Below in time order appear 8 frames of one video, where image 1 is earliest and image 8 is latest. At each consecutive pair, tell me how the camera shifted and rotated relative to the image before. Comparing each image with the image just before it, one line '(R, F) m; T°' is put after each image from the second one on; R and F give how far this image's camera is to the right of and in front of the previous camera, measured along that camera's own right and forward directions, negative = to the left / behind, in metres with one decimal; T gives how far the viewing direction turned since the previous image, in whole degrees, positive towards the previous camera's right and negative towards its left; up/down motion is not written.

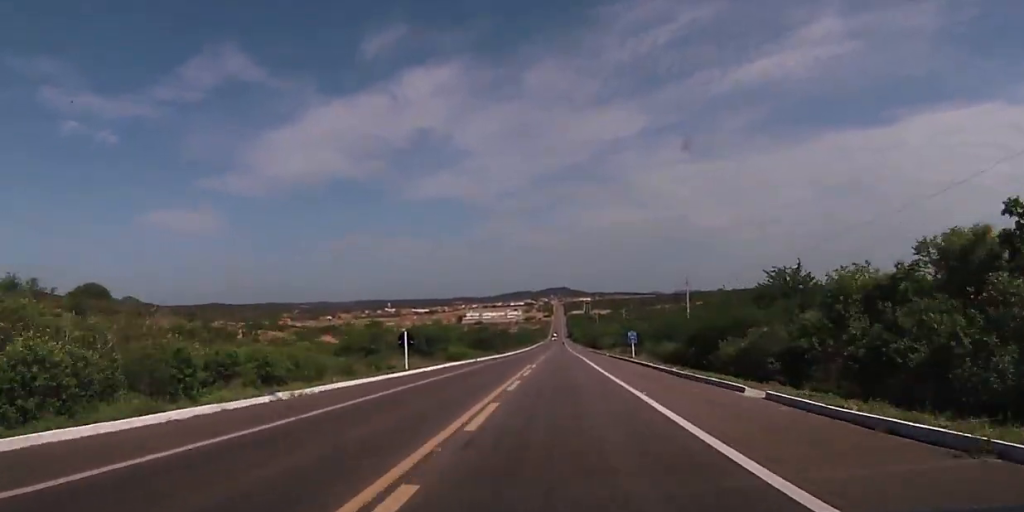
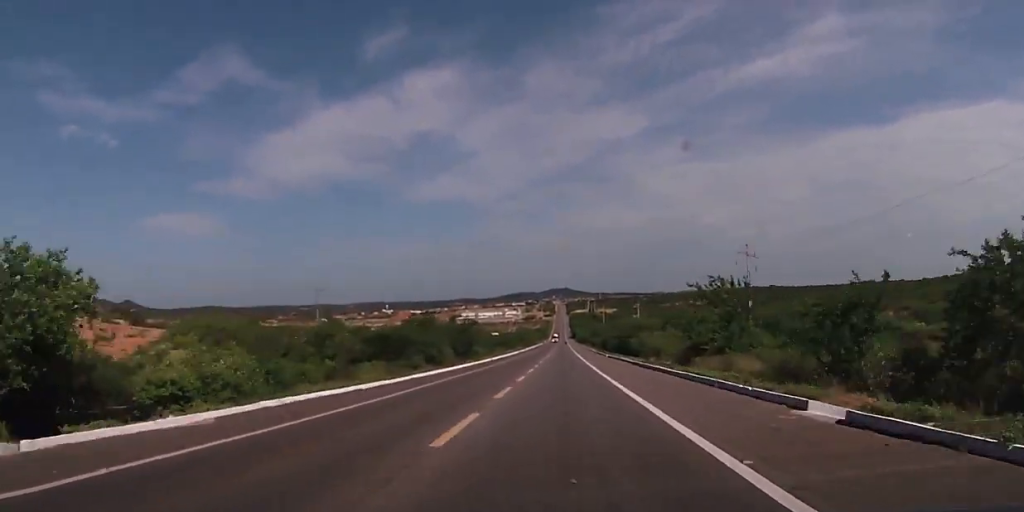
(+0.2, +58.1) m; 0°
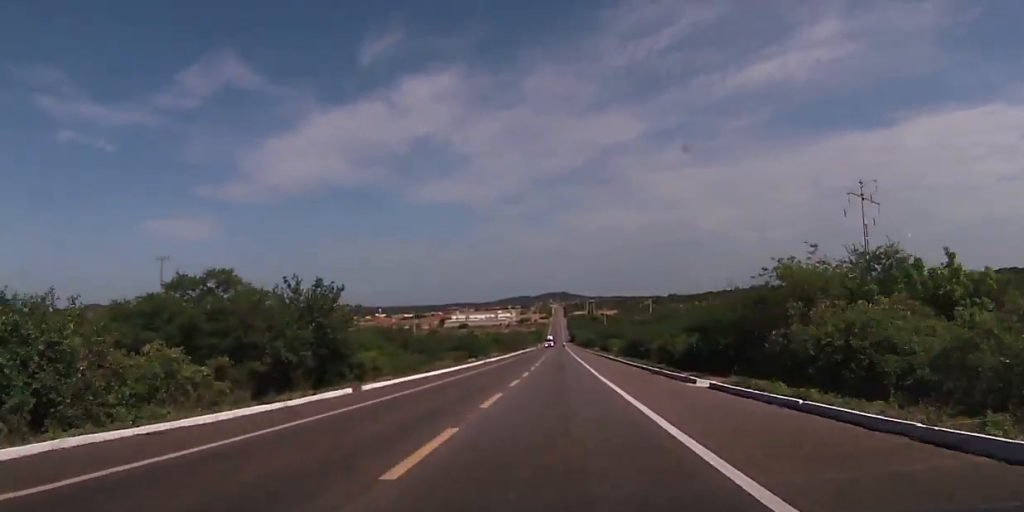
(-0.3, +50.9) m; 0°
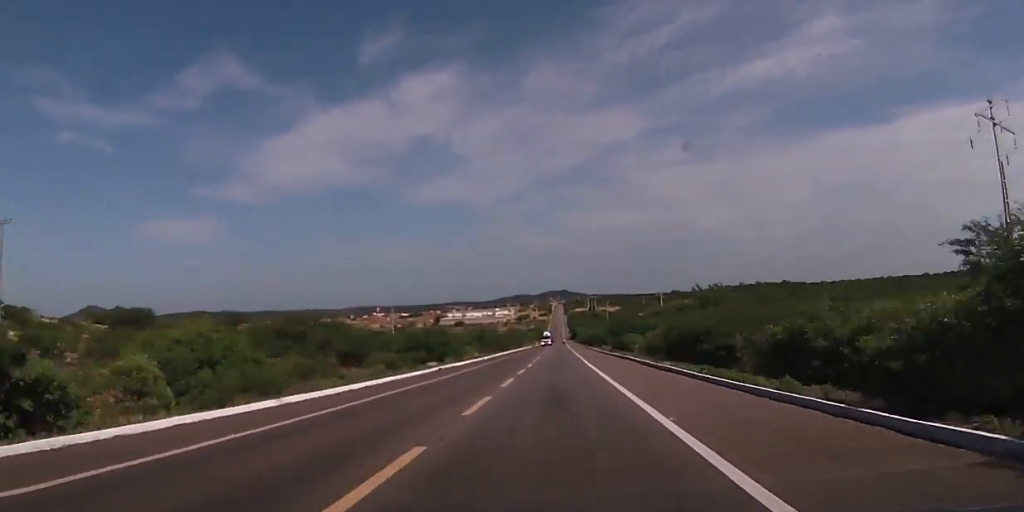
(+0.2, +26.7) m; 0°
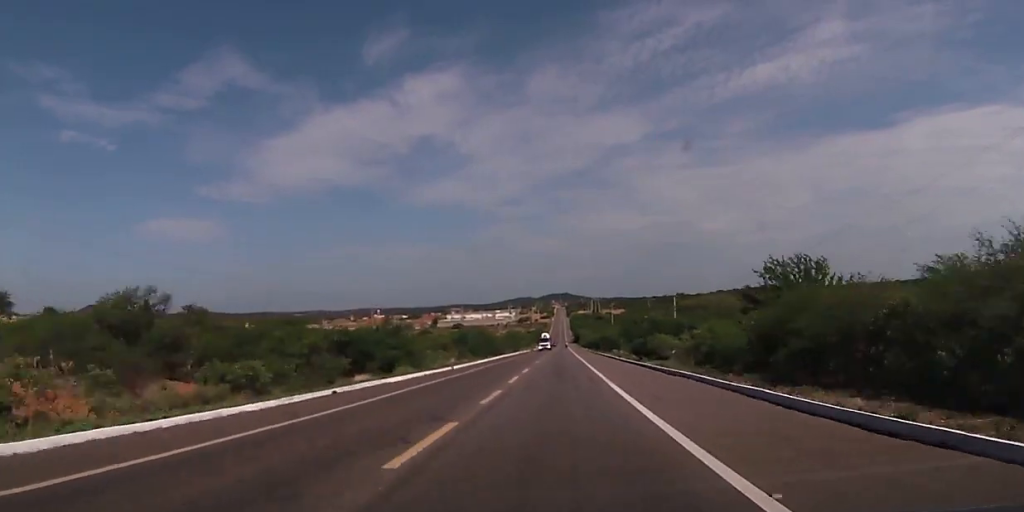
(-0.3, +21.8) m; 0°
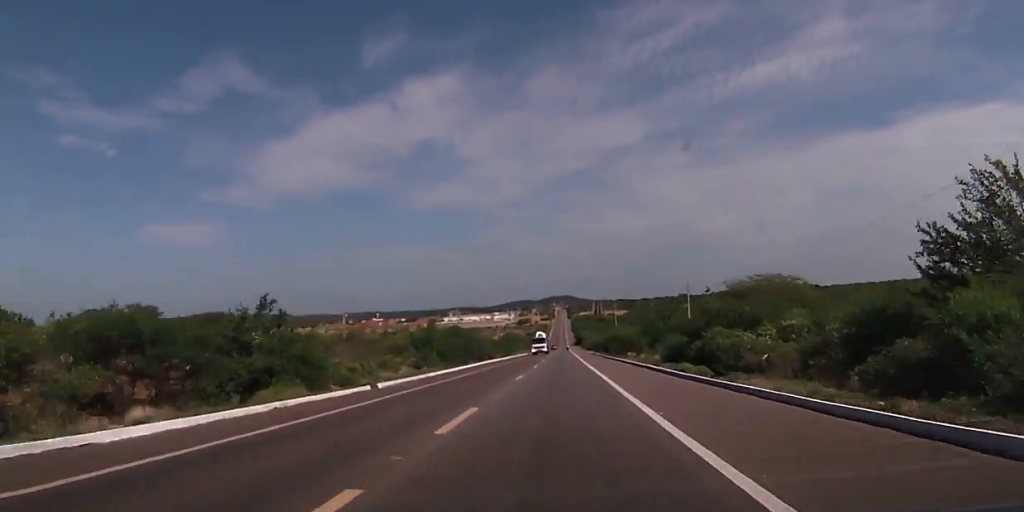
(+0.1, +21.7) m; 0°
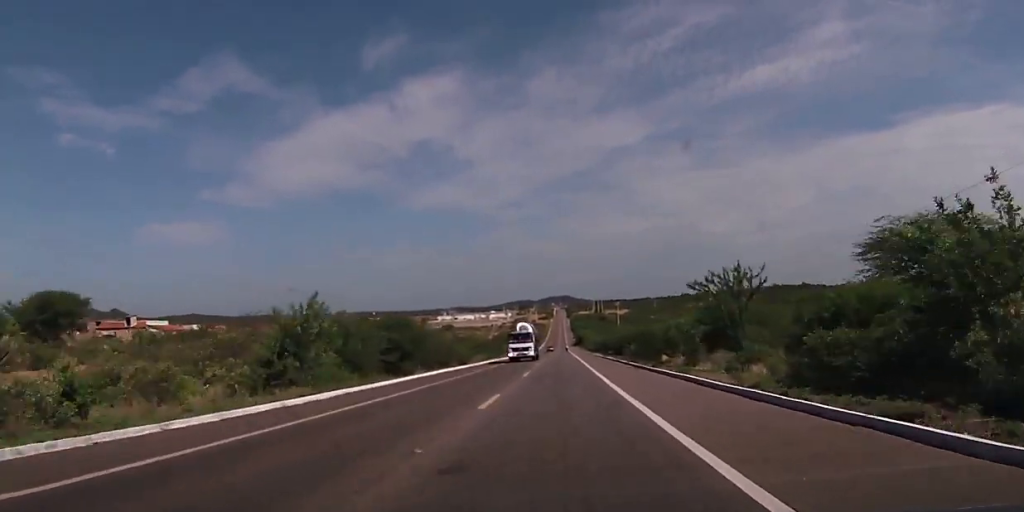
(+0.2, +27.7) m; 0°
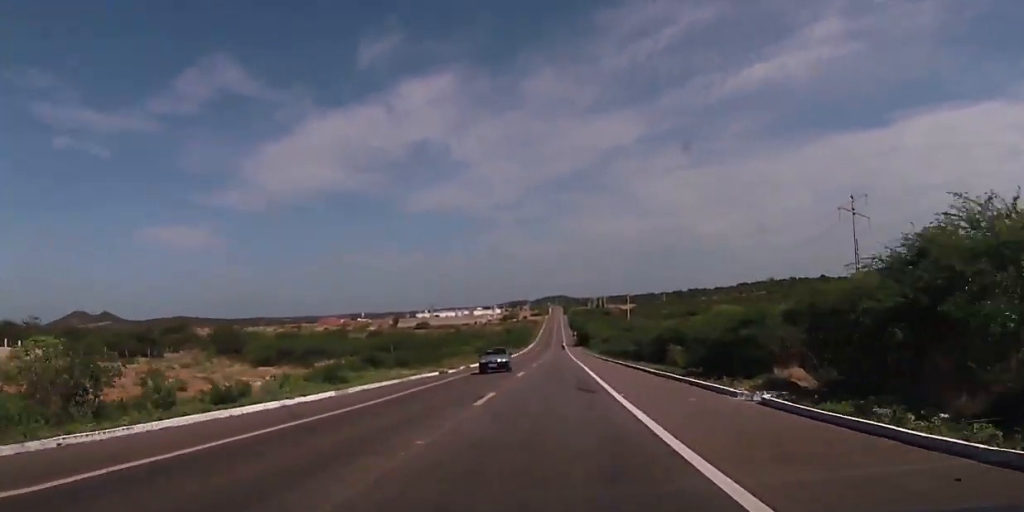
(-1.1, +80.4) m; -1°
